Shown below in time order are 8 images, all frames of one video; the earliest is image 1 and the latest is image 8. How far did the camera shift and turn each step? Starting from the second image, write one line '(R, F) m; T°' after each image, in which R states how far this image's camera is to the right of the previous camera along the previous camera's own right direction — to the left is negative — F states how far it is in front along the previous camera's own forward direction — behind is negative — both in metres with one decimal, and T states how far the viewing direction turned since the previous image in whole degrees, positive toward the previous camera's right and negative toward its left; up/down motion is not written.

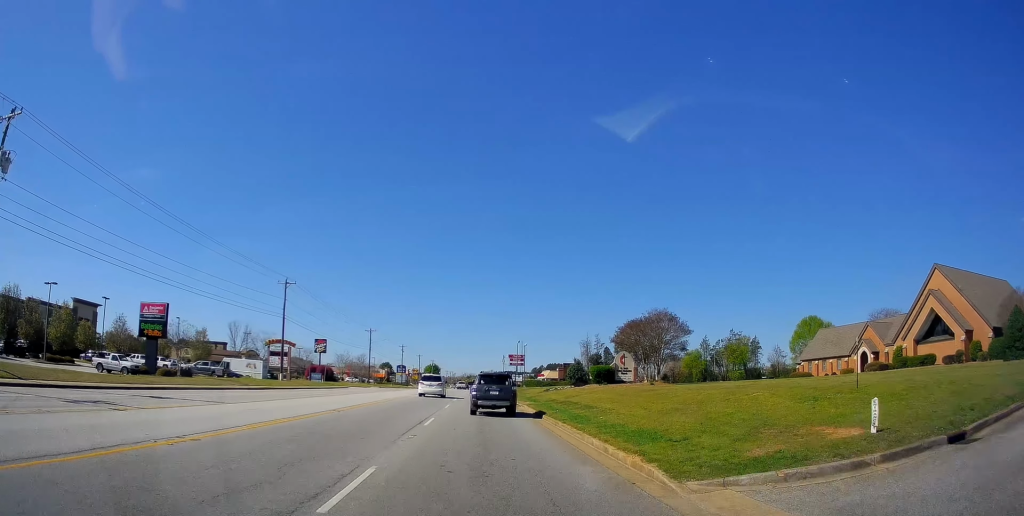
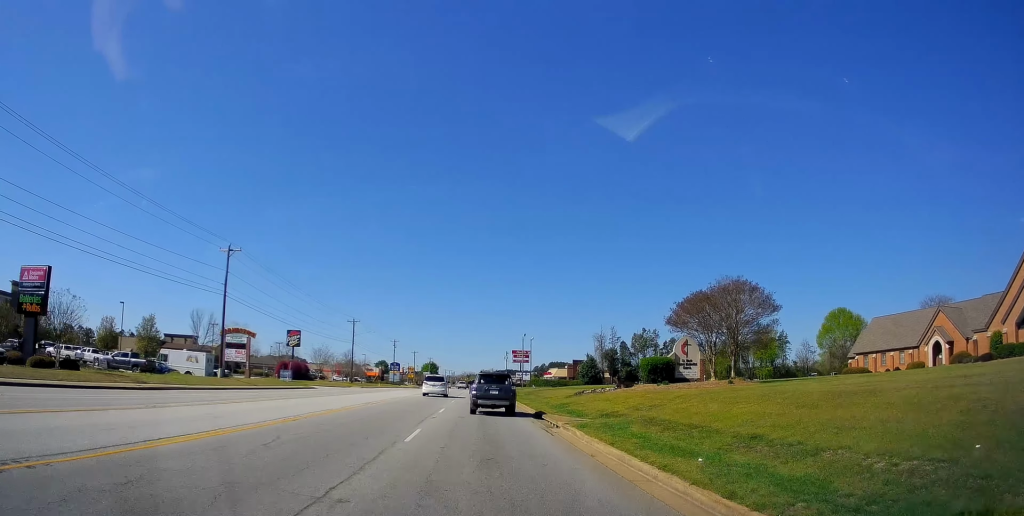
(0.0, +14.3) m; 0°
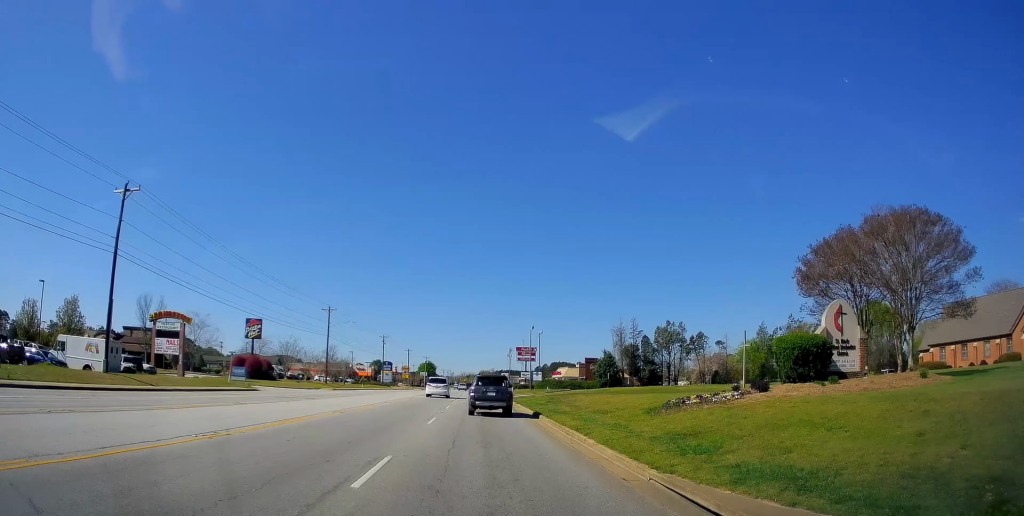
(0.0, +14.9) m; -1°
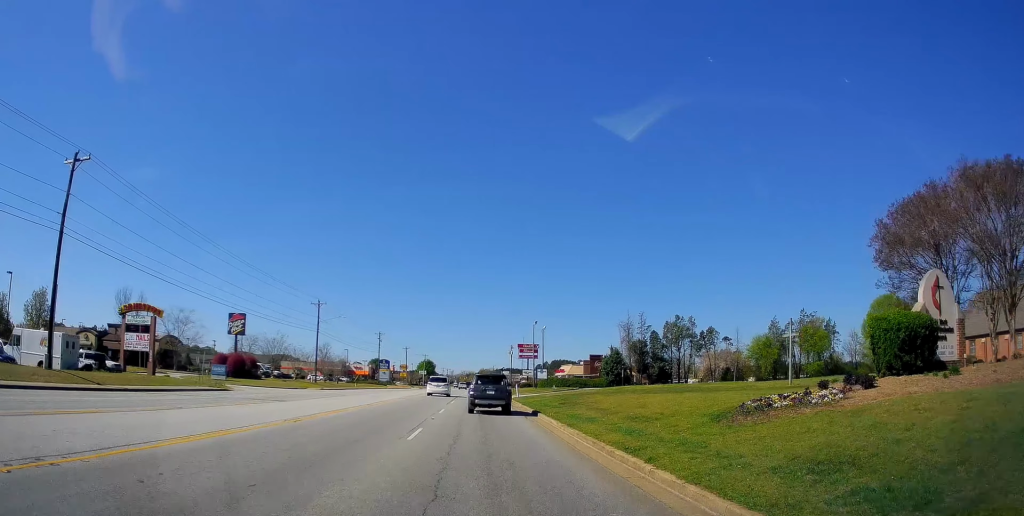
(0.0, +5.2) m; 0°
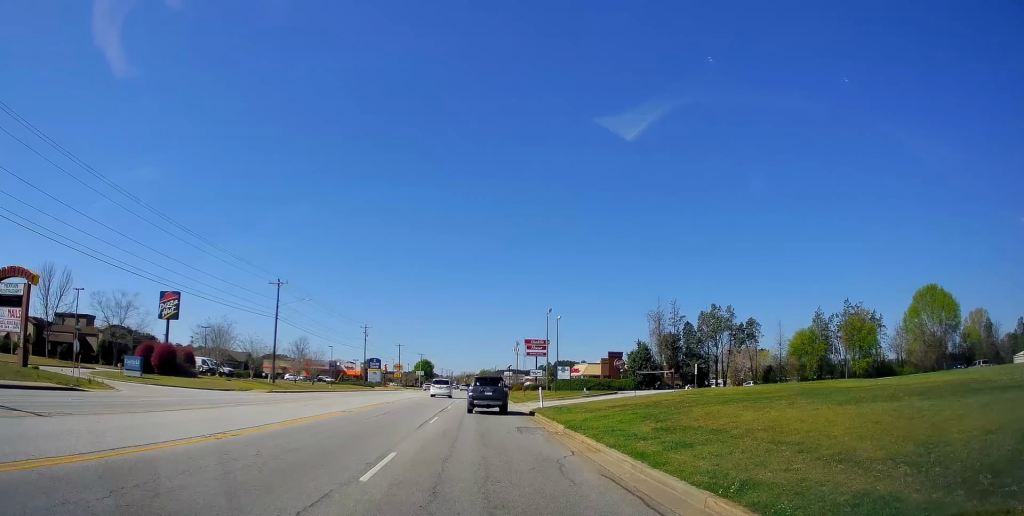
(-0.1, +16.8) m; 0°
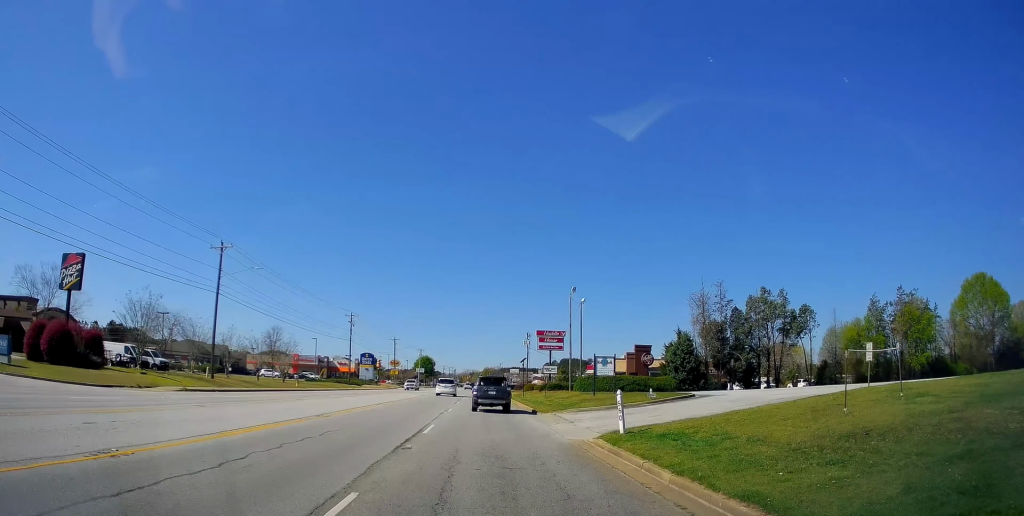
(+0.1, +15.6) m; 0°
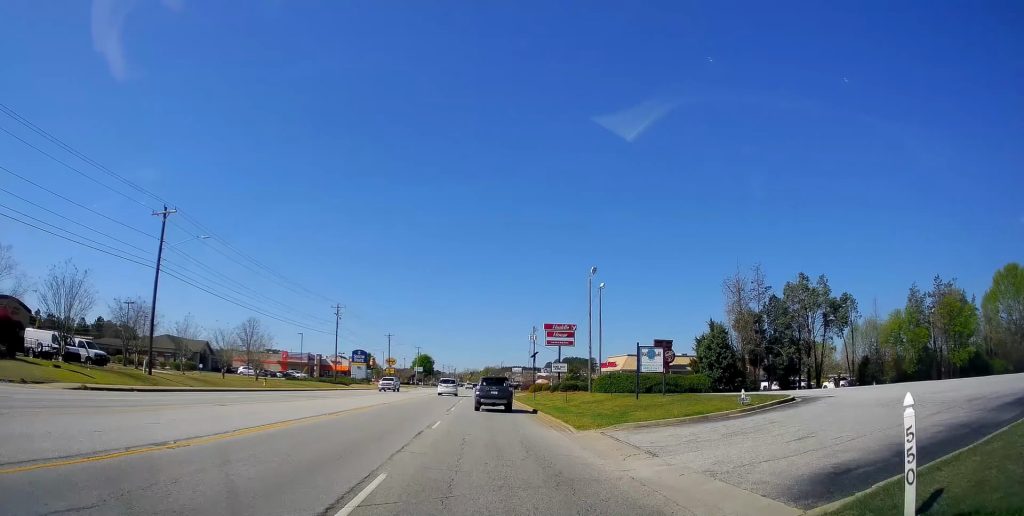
(0.0, +9.8) m; -1°
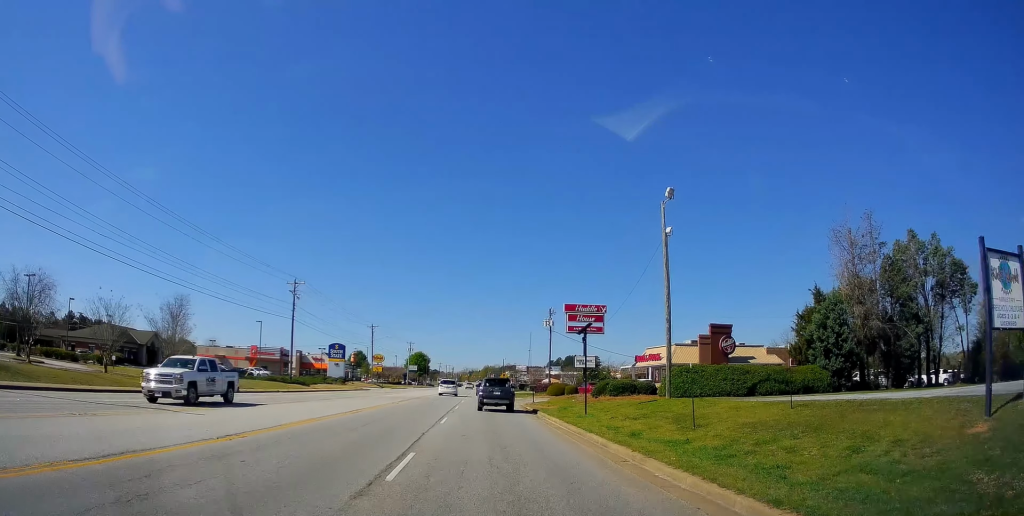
(+0.2, +20.6) m; +2°
